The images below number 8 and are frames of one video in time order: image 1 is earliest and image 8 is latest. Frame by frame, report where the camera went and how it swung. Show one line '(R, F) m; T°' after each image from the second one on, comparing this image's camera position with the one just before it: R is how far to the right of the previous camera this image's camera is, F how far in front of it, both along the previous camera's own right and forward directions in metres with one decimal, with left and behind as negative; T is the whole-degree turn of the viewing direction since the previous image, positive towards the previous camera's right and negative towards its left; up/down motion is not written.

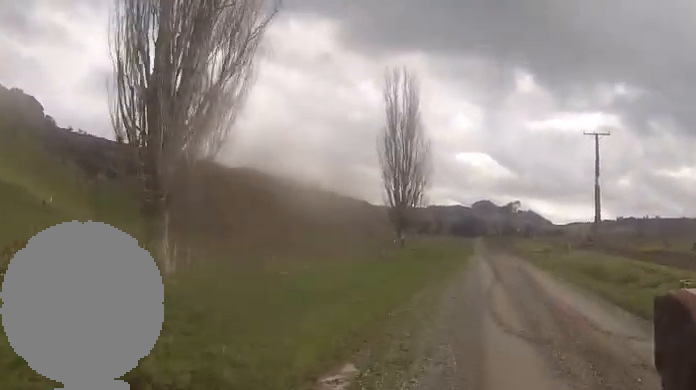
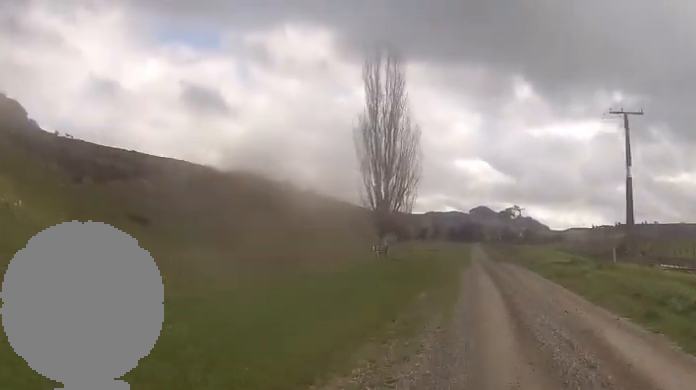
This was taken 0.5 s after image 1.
(0.0, +9.2) m; 0°
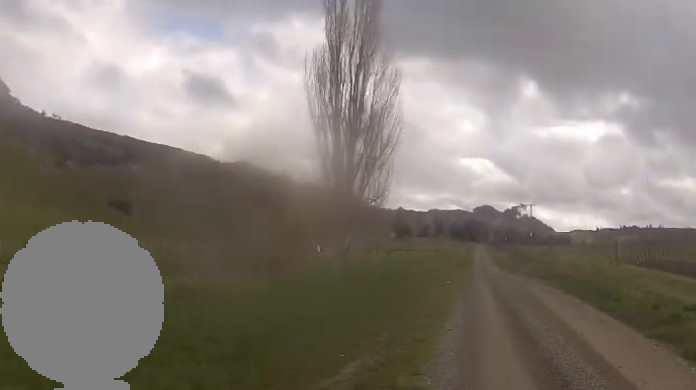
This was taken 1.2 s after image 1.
(+0.1, +14.3) m; +1°
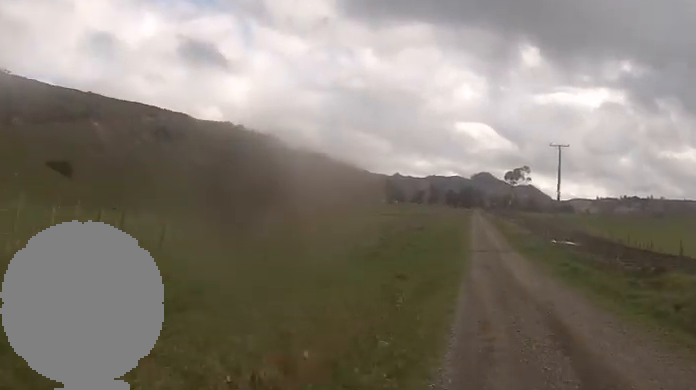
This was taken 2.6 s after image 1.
(-0.5, +32.8) m; -3°
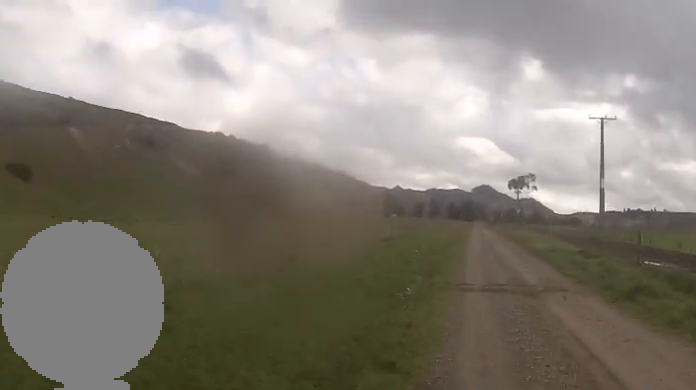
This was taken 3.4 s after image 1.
(-0.4, +18.7) m; 0°
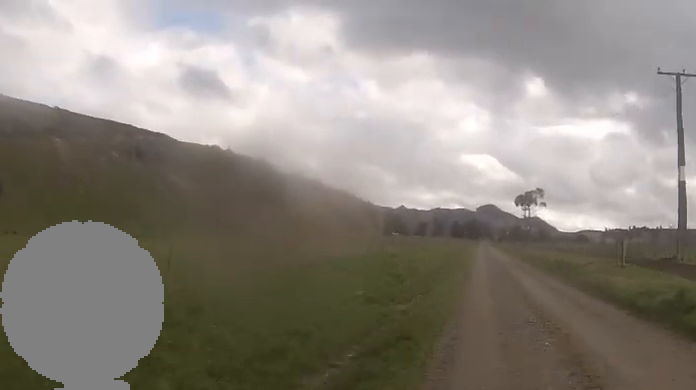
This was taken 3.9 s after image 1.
(-0.2, +14.2) m; +2°
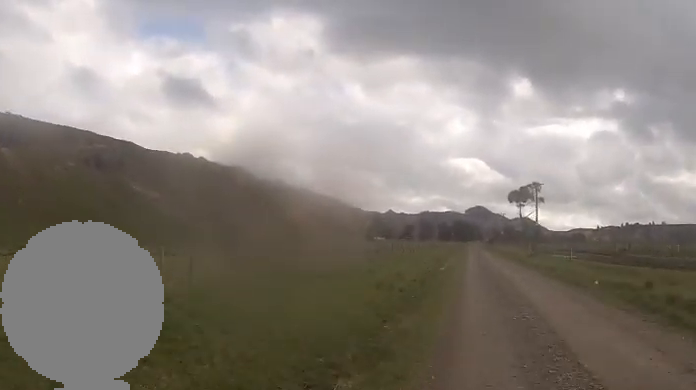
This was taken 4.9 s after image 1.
(+1.2, +25.2) m; +1°
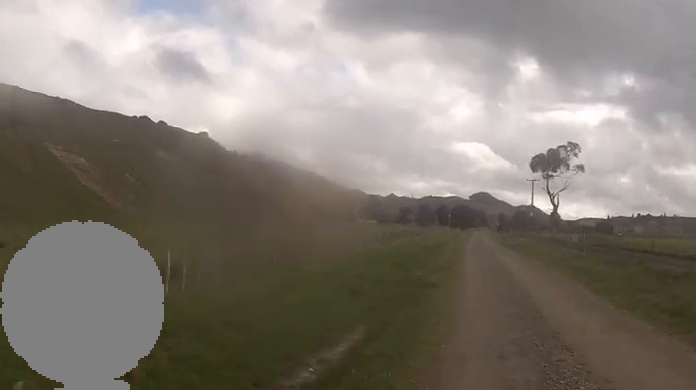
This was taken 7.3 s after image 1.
(-0.1, +57.0) m; -1°
